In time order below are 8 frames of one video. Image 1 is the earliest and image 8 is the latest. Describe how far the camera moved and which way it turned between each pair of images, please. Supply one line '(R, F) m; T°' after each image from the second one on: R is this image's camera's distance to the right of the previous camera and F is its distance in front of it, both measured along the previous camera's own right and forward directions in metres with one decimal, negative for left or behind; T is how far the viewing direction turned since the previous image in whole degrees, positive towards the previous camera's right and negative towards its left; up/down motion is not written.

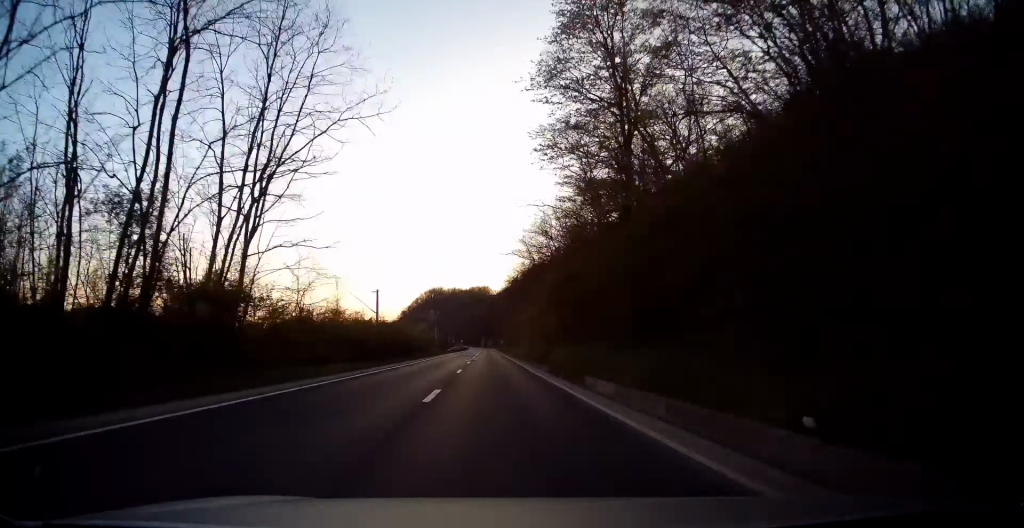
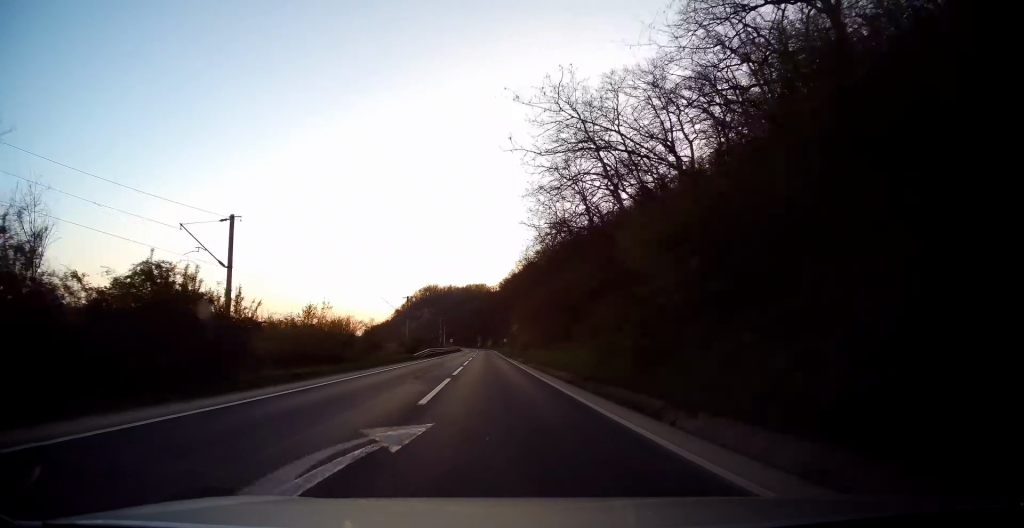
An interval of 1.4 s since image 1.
(+0.6, +38.1) m; +1°
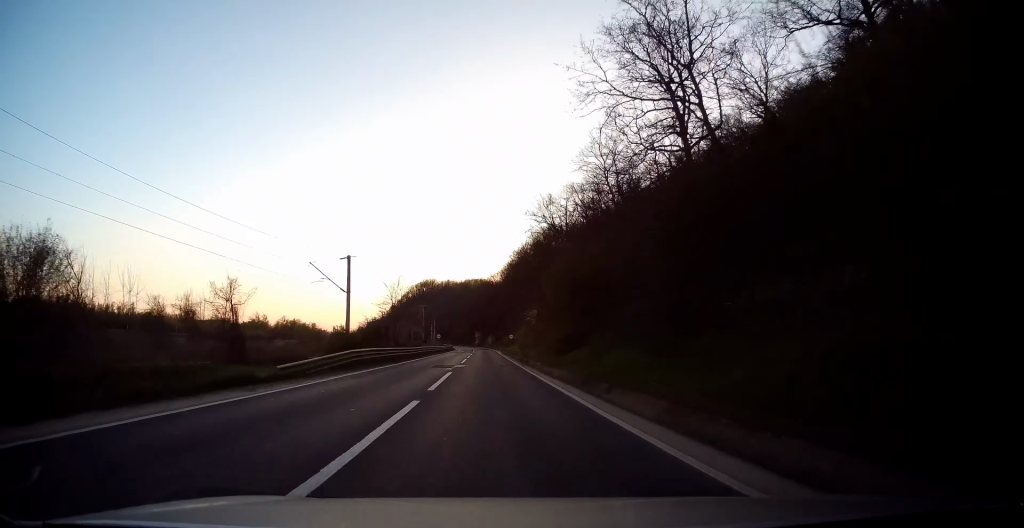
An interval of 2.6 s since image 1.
(0.0, +31.9) m; 0°
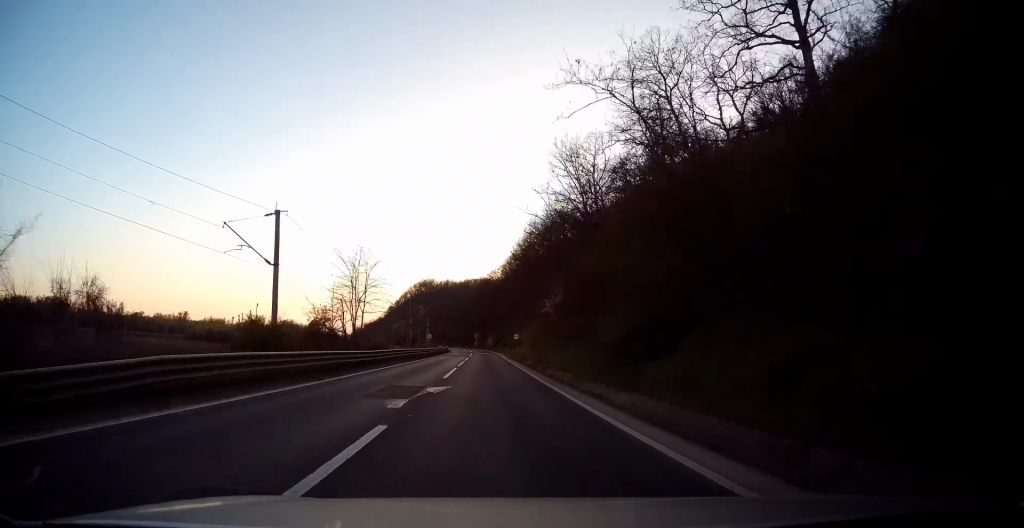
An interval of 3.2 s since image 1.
(0.0, +15.1) m; 0°
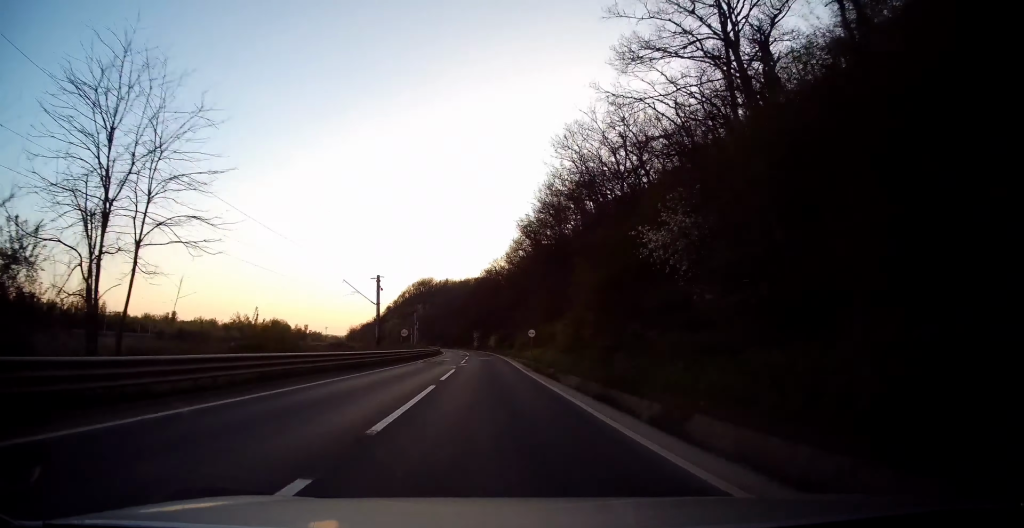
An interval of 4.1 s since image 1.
(0.0, +24.1) m; 0°
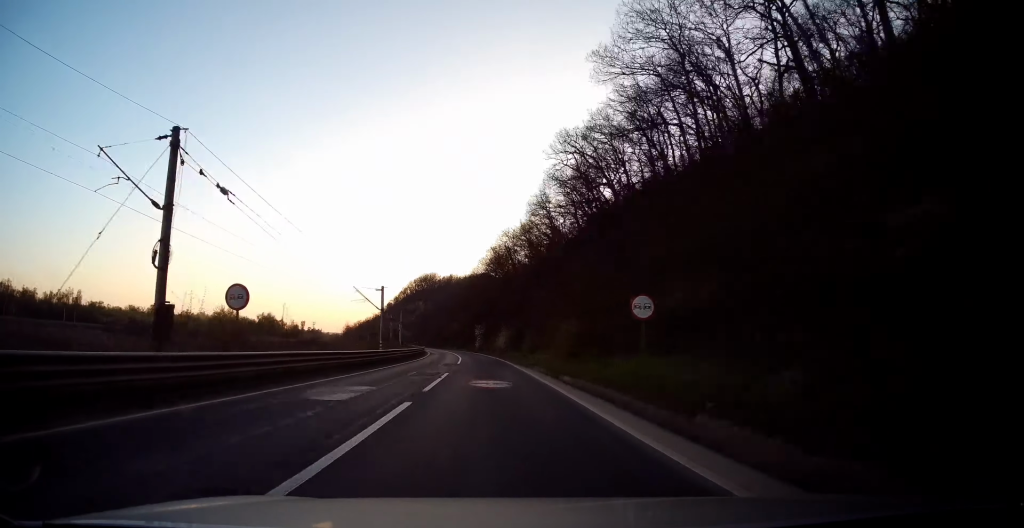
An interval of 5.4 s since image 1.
(0.0, +35.9) m; -1°
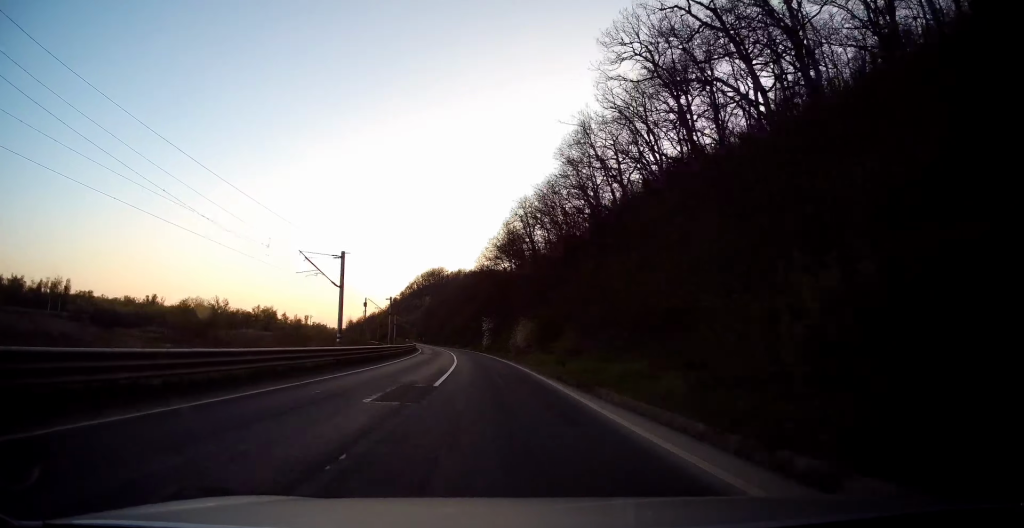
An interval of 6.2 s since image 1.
(-0.2, +21.6) m; -1°
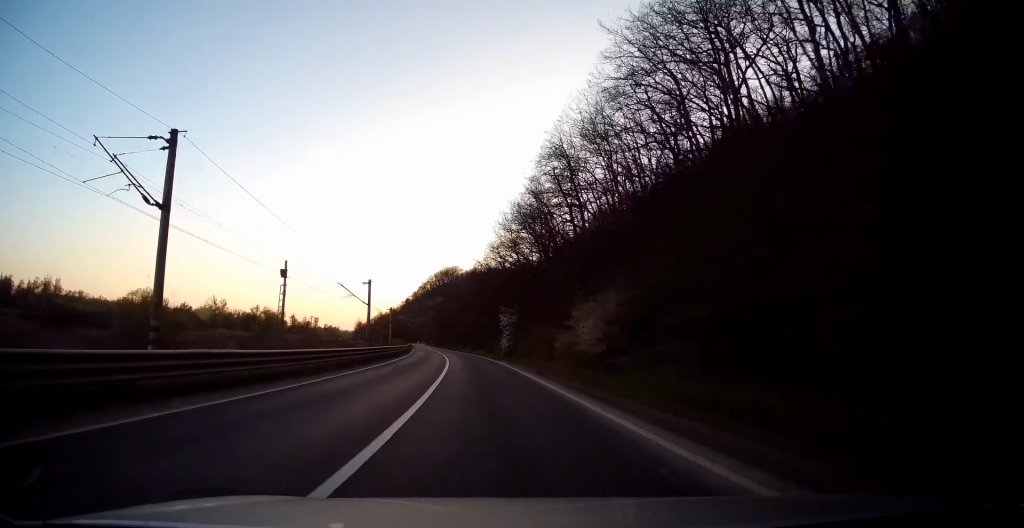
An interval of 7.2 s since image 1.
(-0.3, +26.1) m; -2°
